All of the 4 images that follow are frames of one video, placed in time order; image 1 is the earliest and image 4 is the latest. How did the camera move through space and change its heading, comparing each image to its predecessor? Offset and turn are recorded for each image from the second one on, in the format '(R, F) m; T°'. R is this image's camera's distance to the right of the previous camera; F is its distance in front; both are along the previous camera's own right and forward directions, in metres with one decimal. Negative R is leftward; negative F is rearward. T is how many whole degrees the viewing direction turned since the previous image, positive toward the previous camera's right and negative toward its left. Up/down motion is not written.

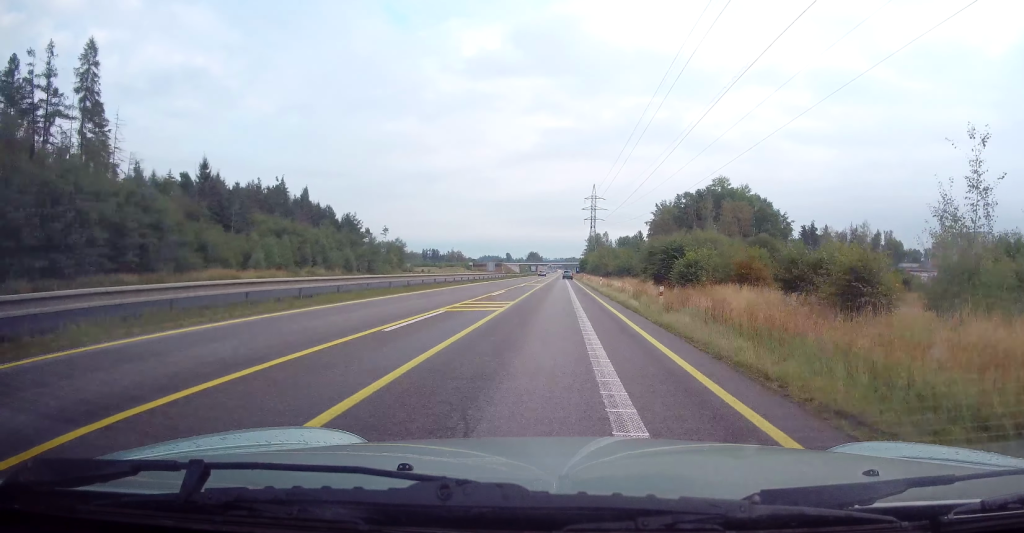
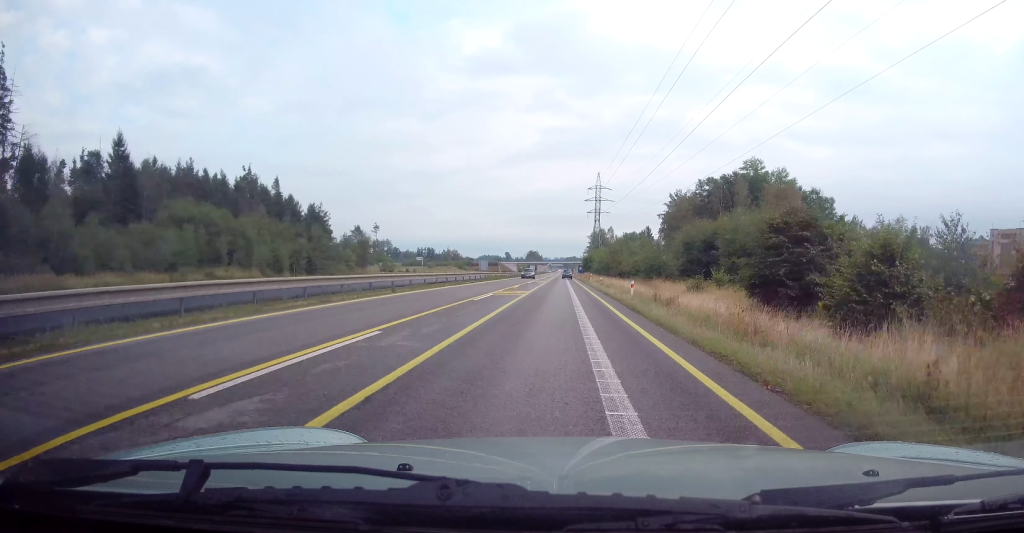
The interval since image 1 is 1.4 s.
(-0.2, +23.8) m; 0°
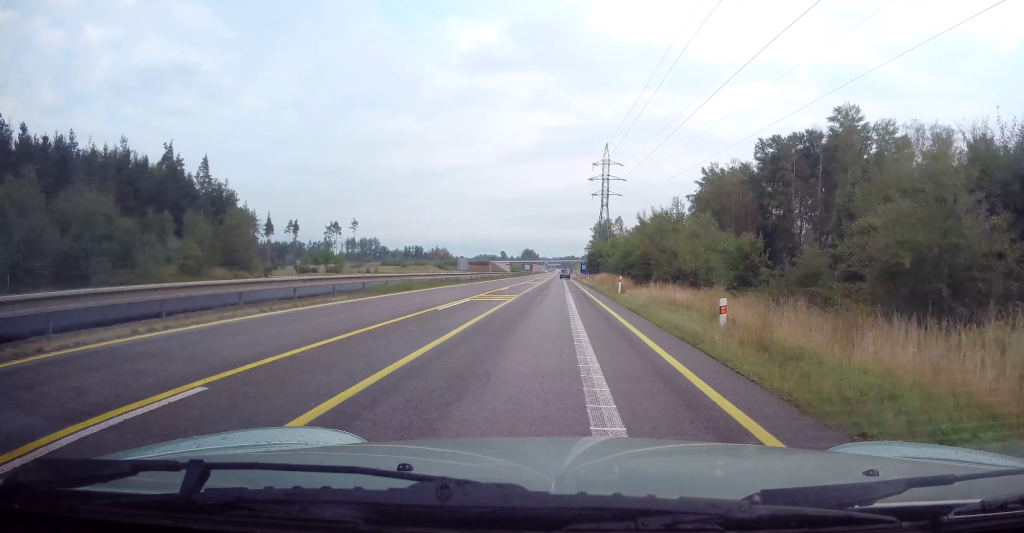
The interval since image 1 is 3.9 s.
(+0.5, +40.2) m; +1°
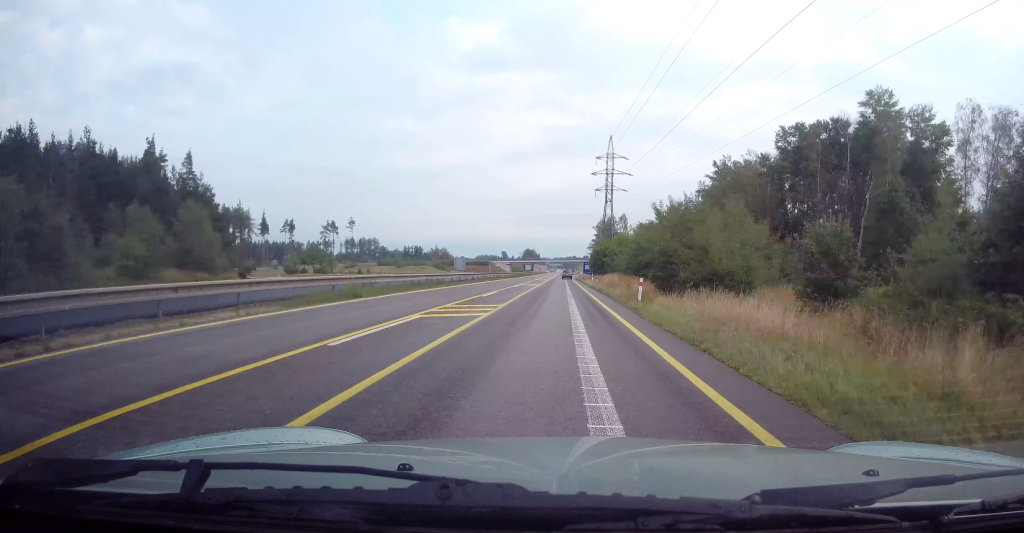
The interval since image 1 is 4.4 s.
(+0.2, +8.6) m; 0°
